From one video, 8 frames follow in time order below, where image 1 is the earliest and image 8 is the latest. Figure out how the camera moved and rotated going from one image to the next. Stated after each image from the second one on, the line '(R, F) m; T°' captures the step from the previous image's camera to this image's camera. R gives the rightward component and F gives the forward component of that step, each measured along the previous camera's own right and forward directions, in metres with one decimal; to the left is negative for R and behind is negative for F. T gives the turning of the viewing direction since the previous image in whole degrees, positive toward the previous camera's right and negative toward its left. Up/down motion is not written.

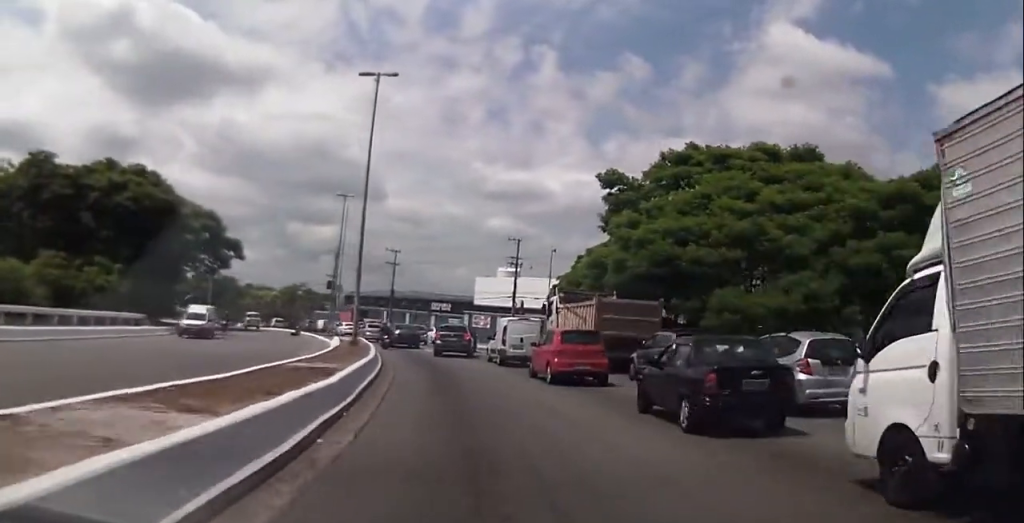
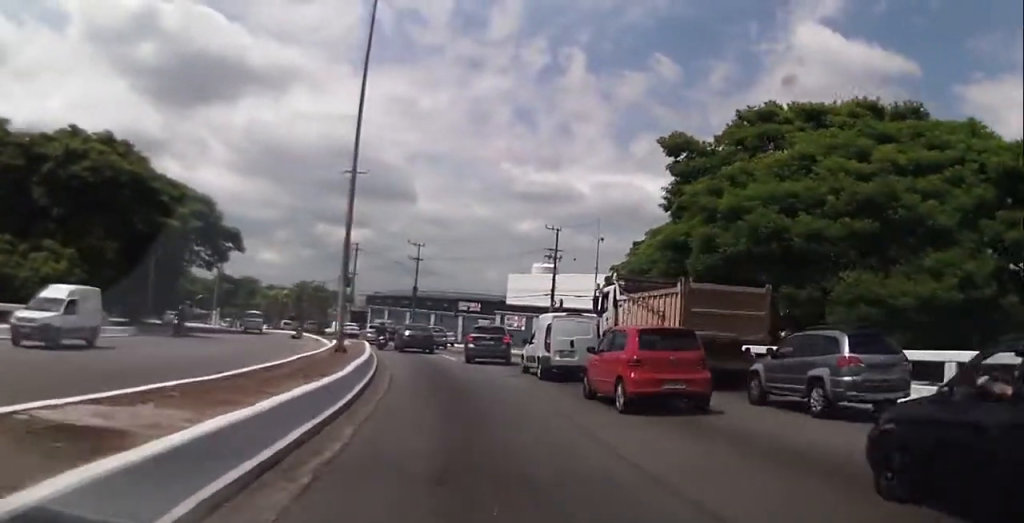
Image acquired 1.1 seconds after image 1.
(-0.2, +9.7) m; -1°
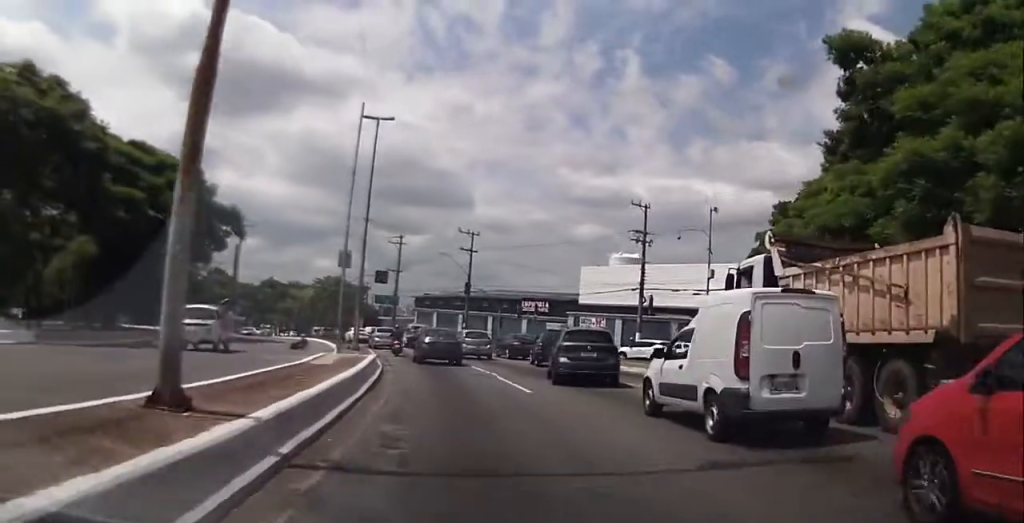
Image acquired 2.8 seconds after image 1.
(-0.4, +15.1) m; -4°
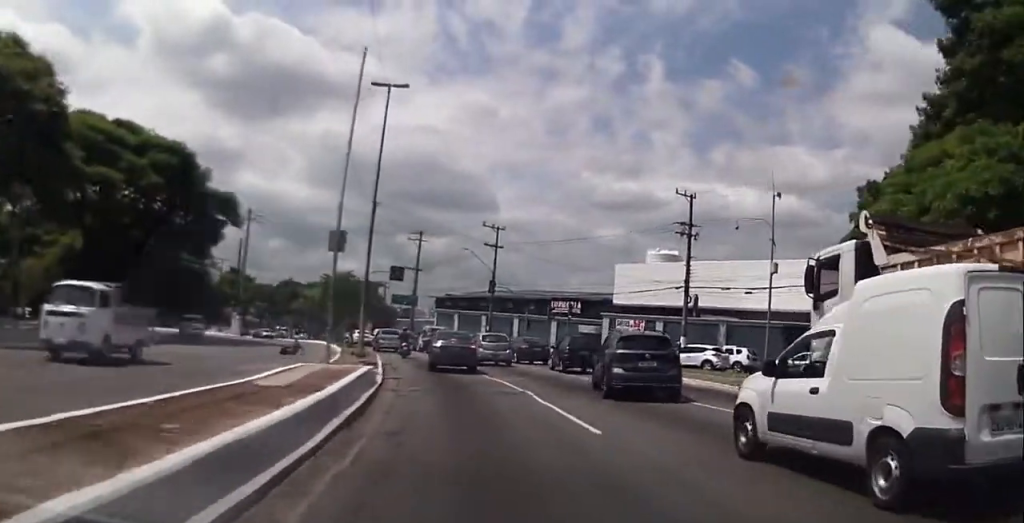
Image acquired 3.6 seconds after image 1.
(-0.2, +5.9) m; -2°
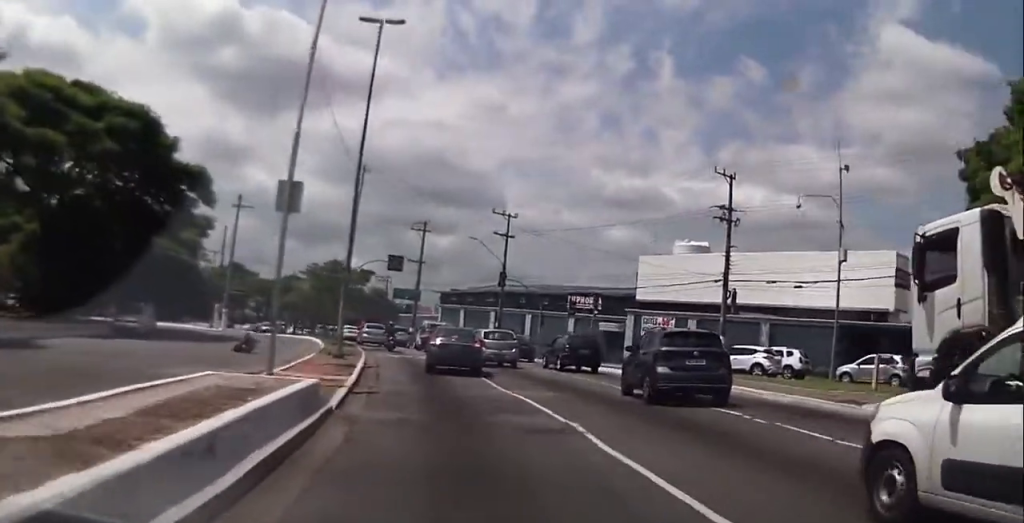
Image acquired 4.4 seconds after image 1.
(0.0, +6.3) m; -3°
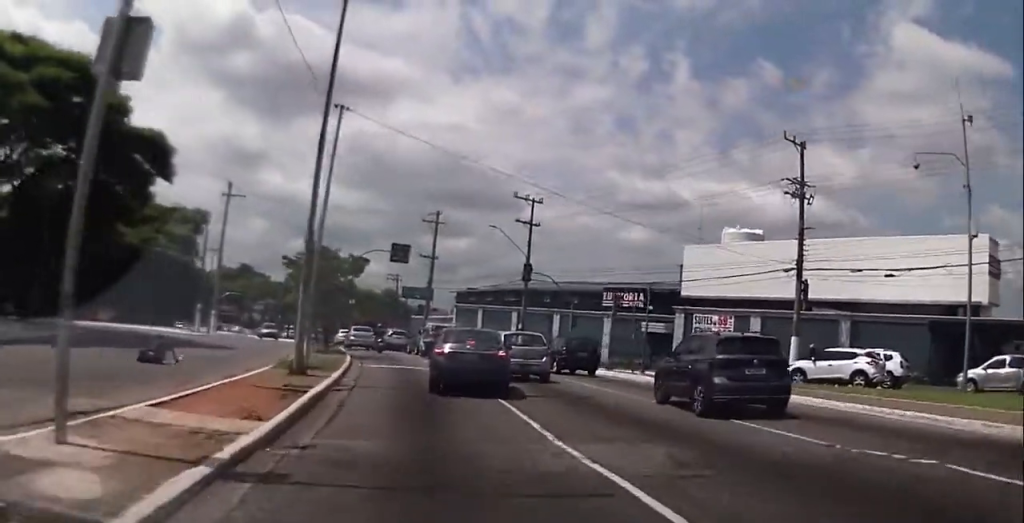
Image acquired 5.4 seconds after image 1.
(-0.5, +8.1) m; -4°
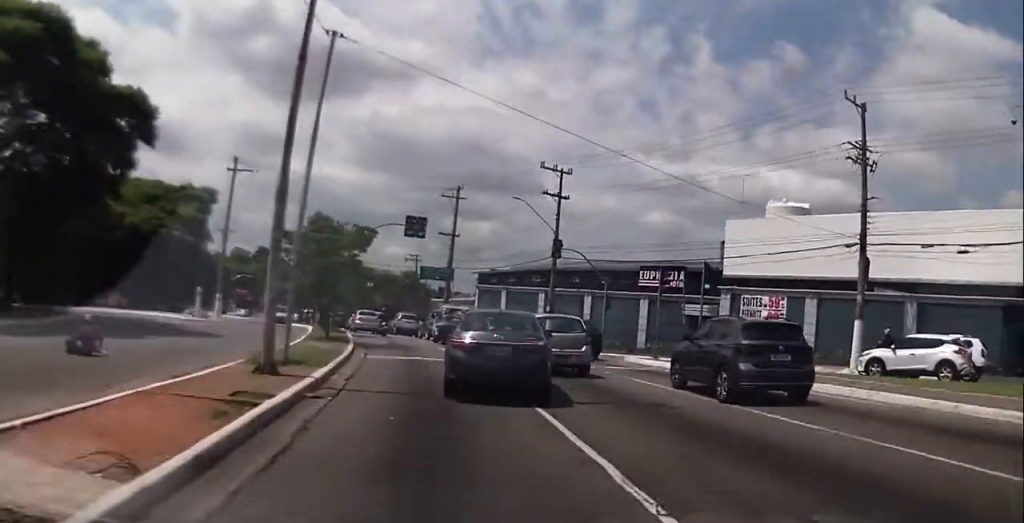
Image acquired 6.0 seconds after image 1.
(0.0, +4.1) m; 0°
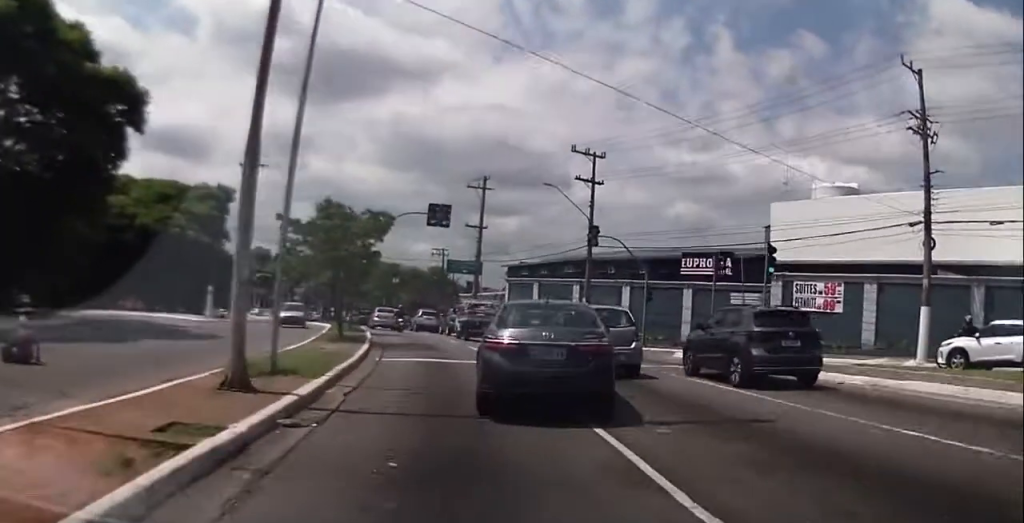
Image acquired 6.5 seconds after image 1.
(0.0, +3.5) m; -1°
